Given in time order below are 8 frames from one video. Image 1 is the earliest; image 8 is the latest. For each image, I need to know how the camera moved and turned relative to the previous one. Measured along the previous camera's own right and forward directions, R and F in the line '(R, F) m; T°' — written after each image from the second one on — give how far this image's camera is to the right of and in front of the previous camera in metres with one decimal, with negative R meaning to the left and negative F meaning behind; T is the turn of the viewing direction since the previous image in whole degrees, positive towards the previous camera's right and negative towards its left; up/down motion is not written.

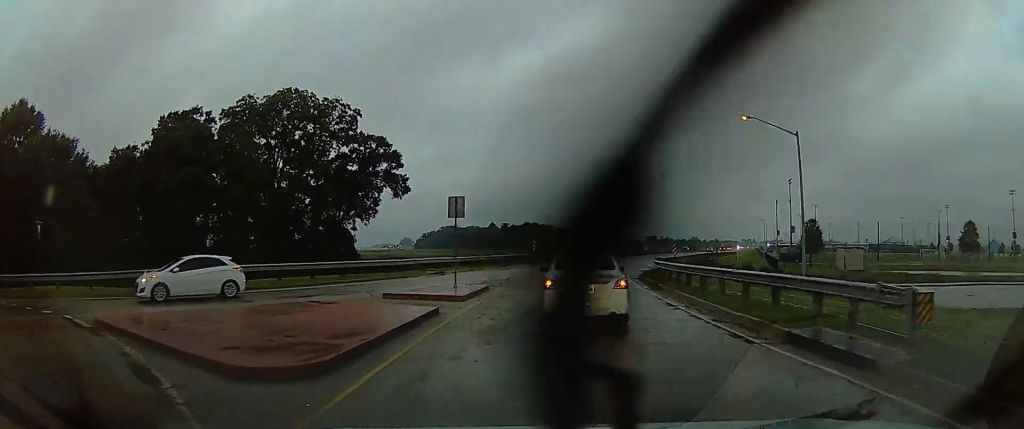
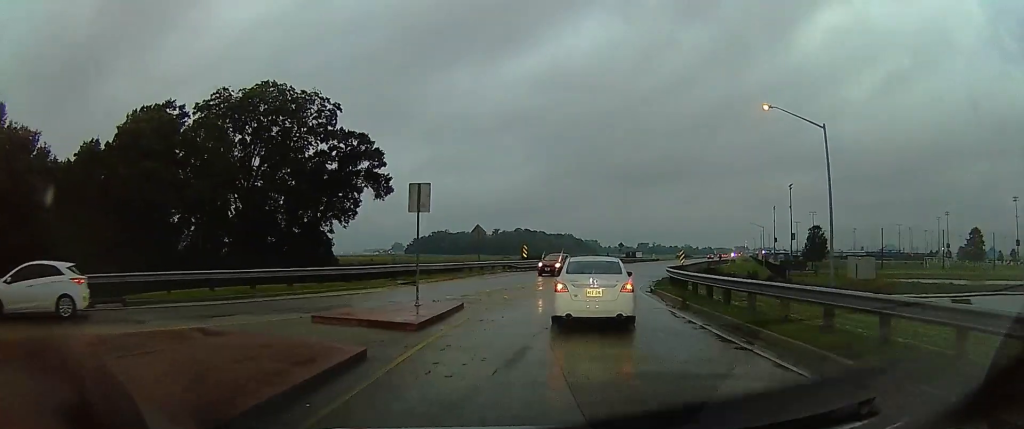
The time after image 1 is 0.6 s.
(0.0, +4.8) m; 0°
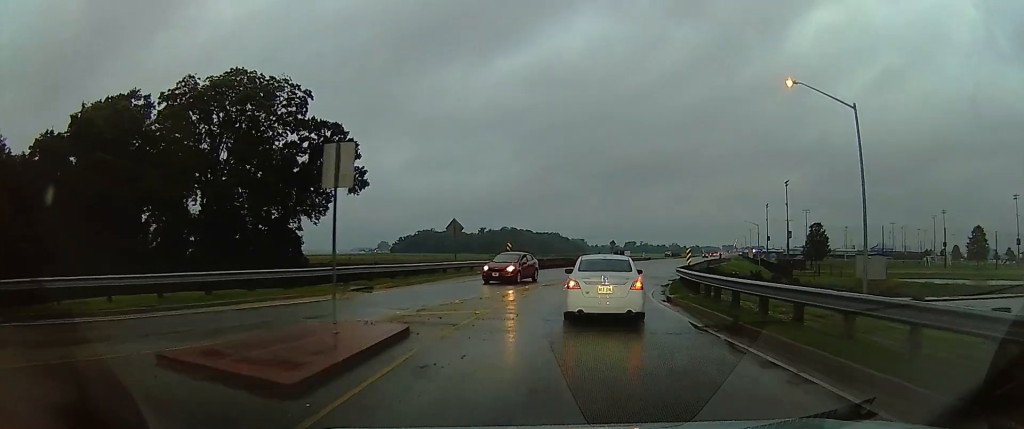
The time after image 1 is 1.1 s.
(0.0, +5.0) m; 0°
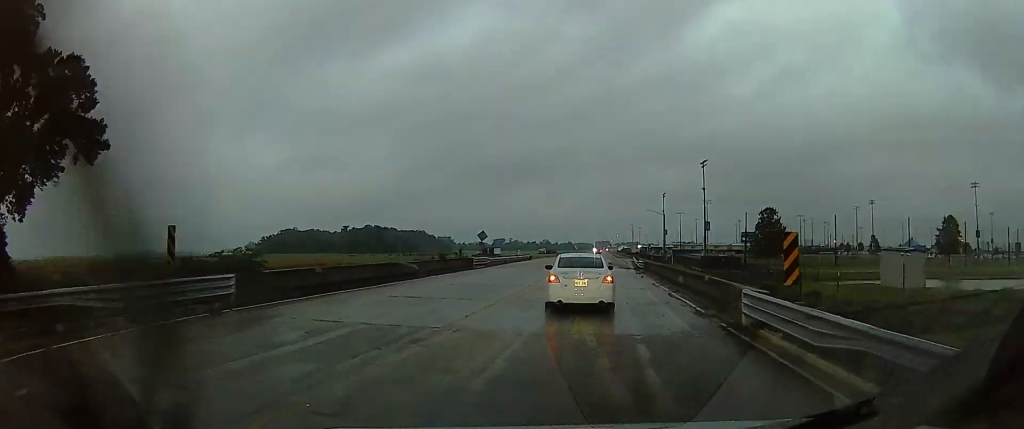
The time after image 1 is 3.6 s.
(0.0, +28.1) m; +6°
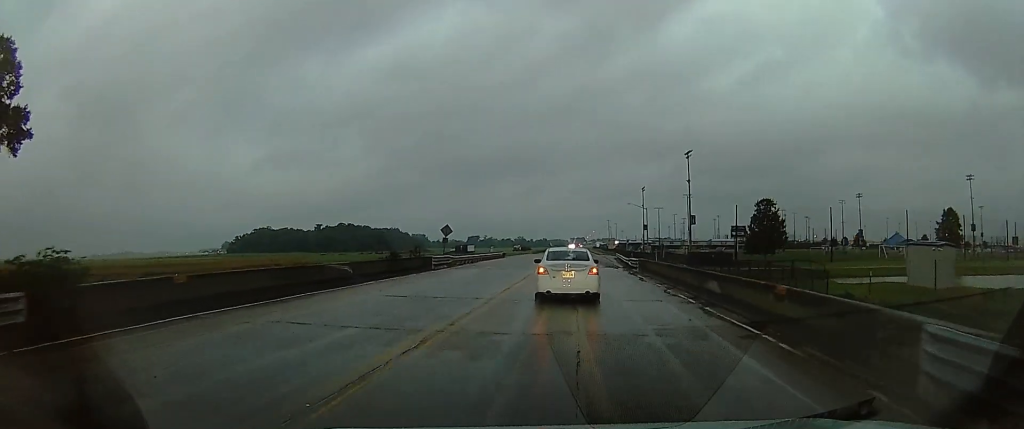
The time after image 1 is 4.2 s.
(+0.4, +6.9) m; +6°
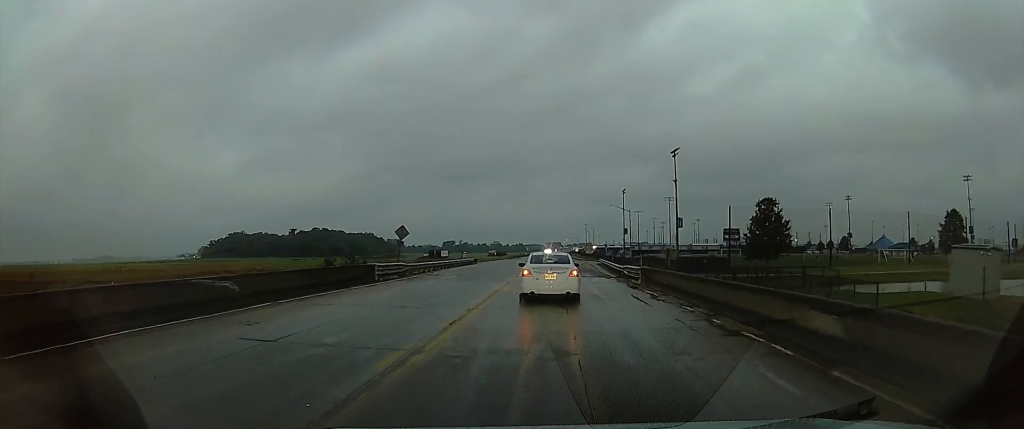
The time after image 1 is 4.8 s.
(+0.5, +7.4) m; +7°
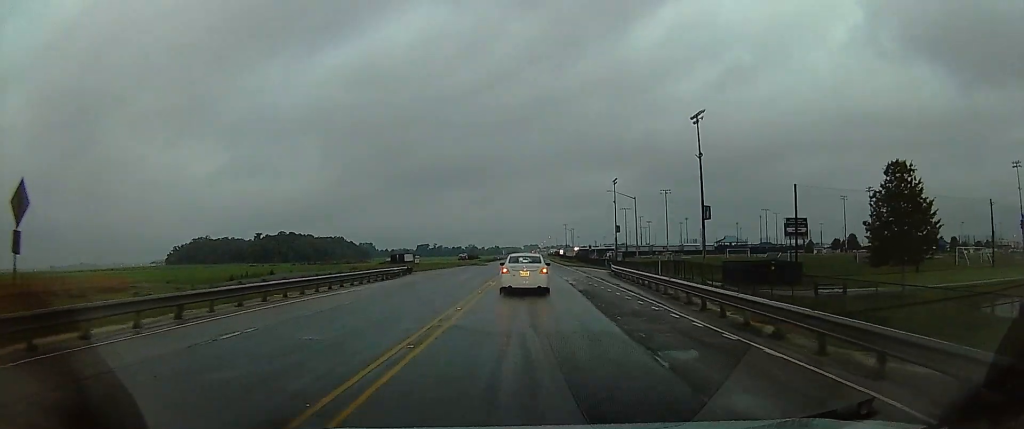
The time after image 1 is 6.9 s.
(+0.6, +28.7) m; -1°
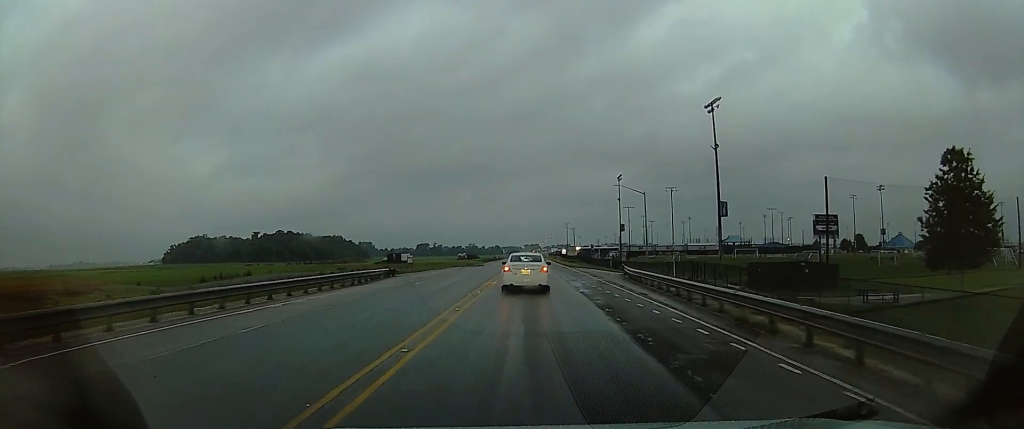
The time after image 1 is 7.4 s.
(+0.2, +6.4) m; -1°
